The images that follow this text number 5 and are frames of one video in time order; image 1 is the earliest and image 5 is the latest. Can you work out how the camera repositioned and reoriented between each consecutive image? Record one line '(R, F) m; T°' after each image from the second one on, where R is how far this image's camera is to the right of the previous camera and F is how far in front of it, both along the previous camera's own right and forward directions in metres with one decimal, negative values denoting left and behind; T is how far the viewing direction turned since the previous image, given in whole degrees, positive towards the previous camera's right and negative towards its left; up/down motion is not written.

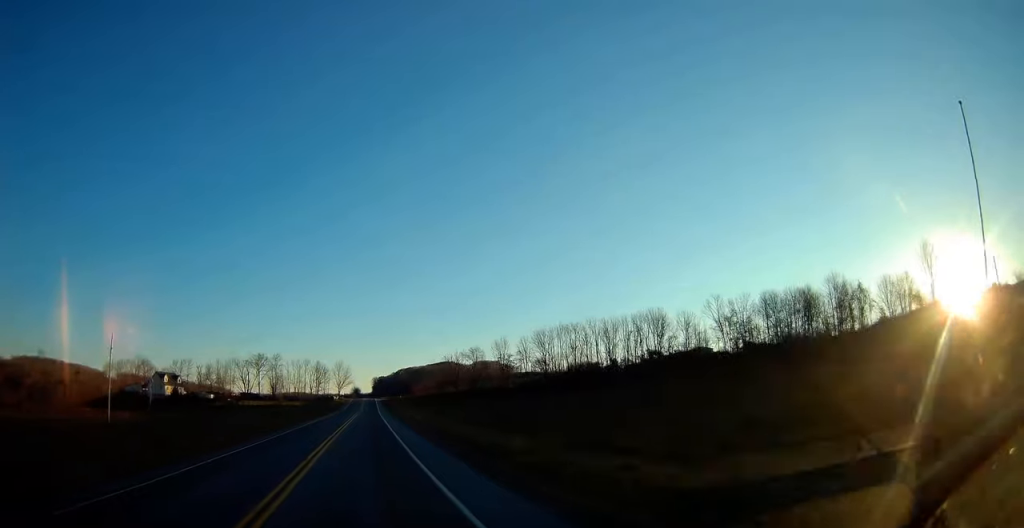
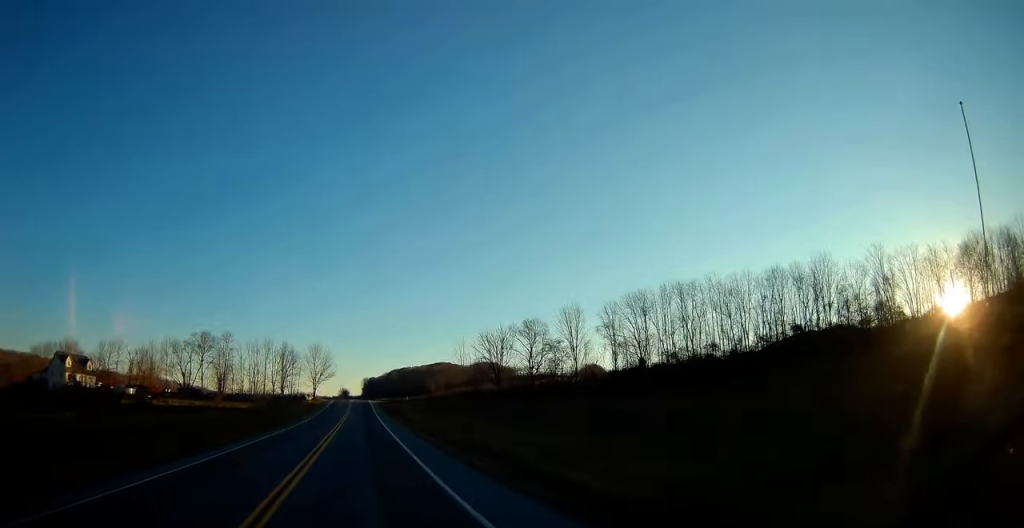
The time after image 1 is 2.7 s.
(-0.6, +63.9) m; 0°
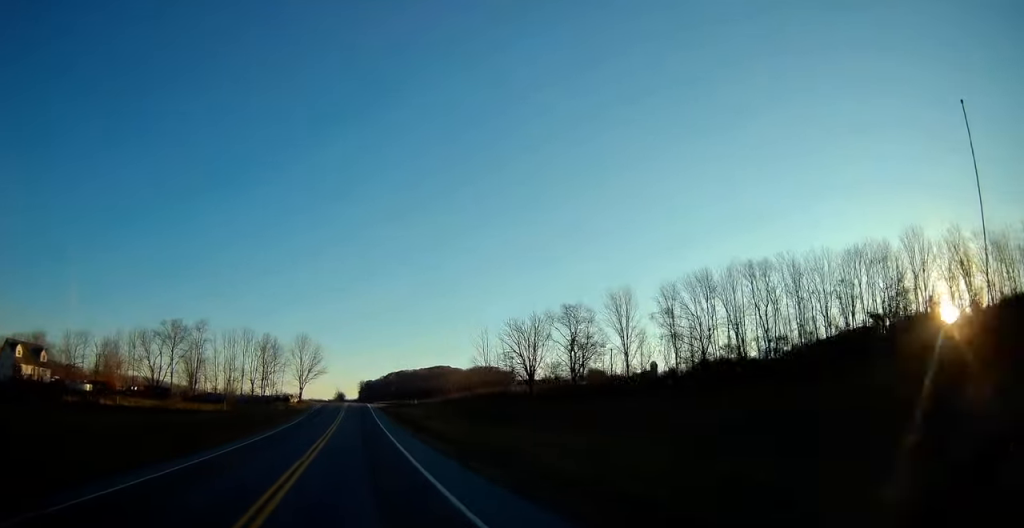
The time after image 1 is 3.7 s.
(+0.3, +21.8) m; +1°
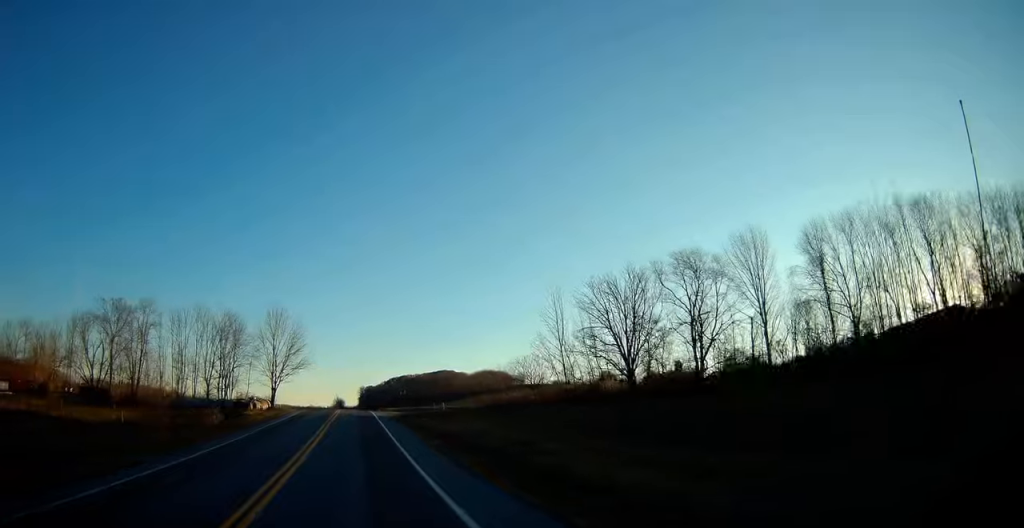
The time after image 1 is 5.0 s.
(+0.2, +32.0) m; 0°
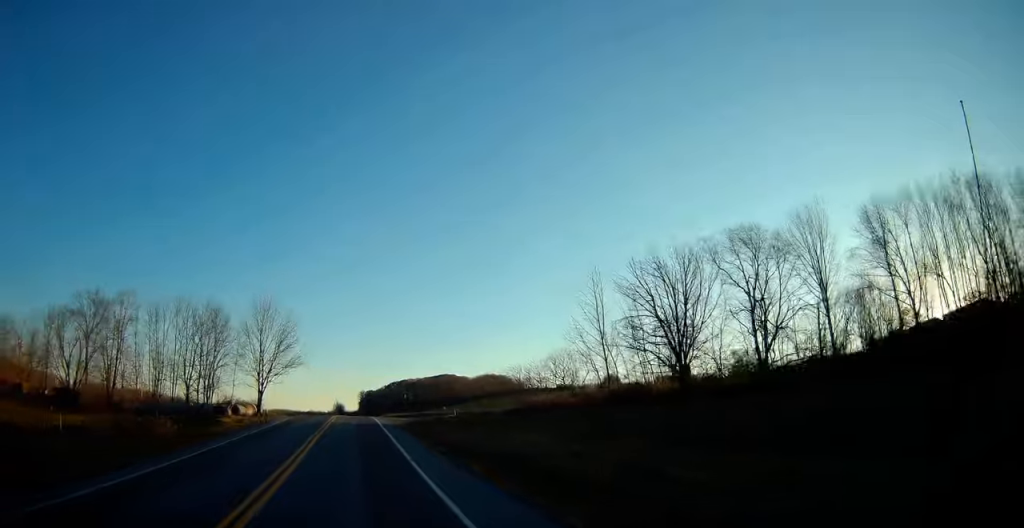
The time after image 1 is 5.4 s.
(0.0, +9.4) m; -1°
